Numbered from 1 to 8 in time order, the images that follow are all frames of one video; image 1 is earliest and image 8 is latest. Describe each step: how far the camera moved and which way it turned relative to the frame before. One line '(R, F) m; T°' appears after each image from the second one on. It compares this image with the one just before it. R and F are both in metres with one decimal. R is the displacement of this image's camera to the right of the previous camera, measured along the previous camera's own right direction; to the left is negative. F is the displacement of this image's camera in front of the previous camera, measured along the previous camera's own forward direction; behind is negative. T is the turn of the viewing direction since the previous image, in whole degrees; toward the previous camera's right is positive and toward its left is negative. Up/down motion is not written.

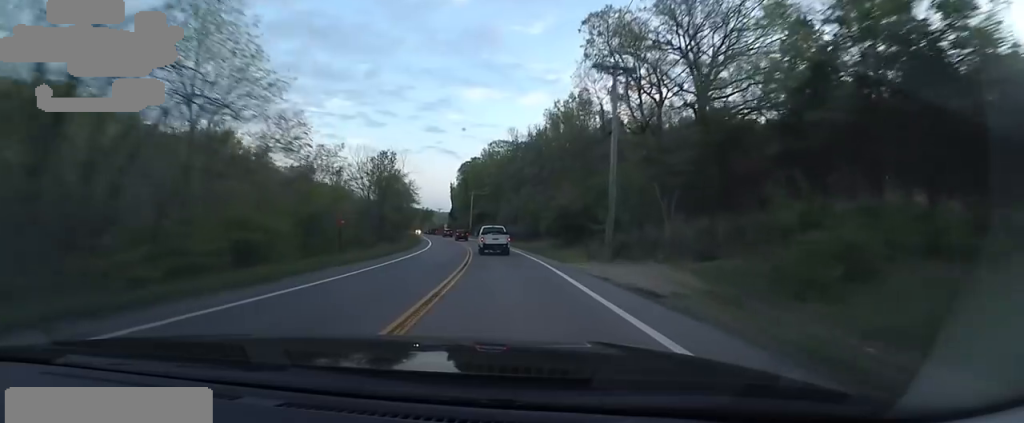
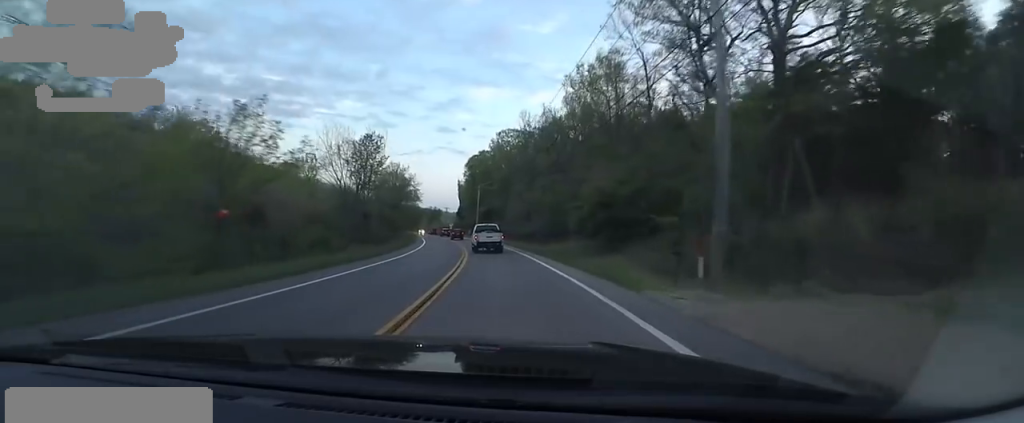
(-0.2, +12.0) m; -1°
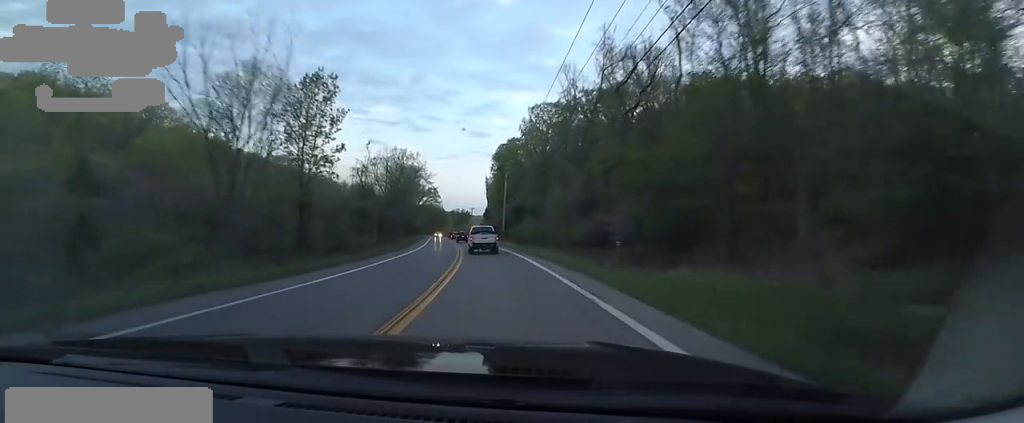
(-0.3, +23.0) m; -3°
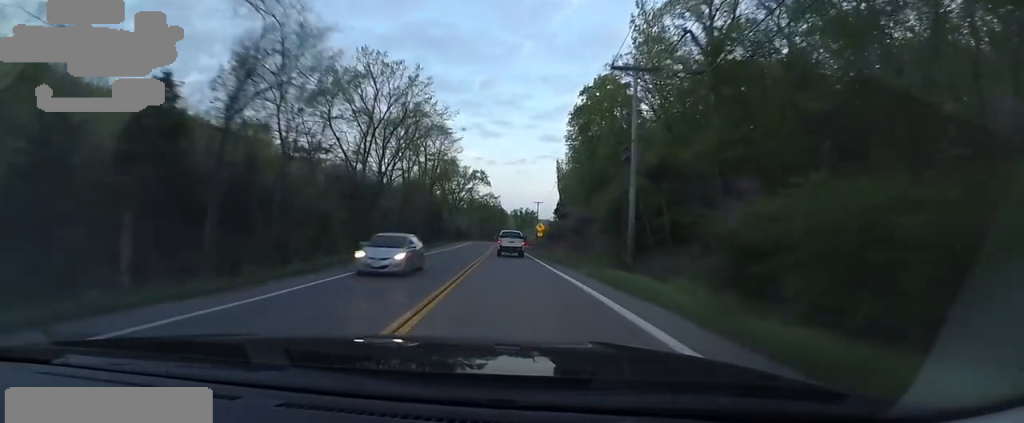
(-3.2, +47.3) m; -6°
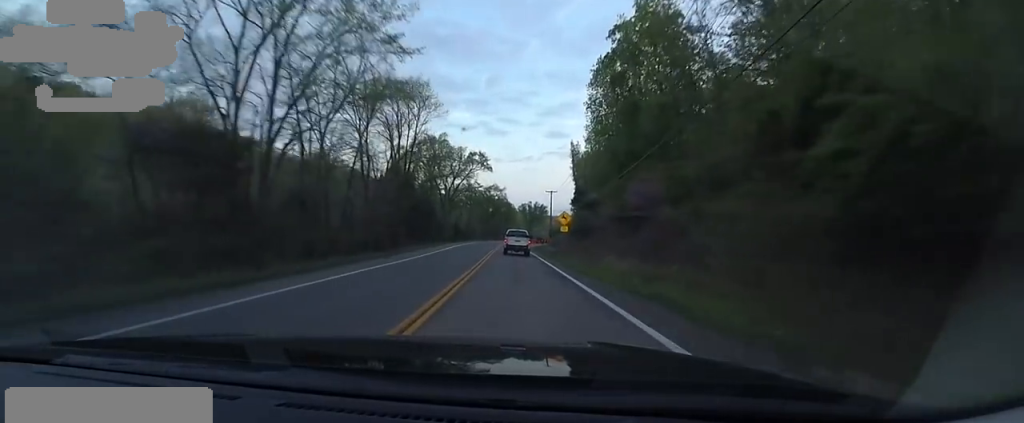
(-0.4, +20.7) m; -2°
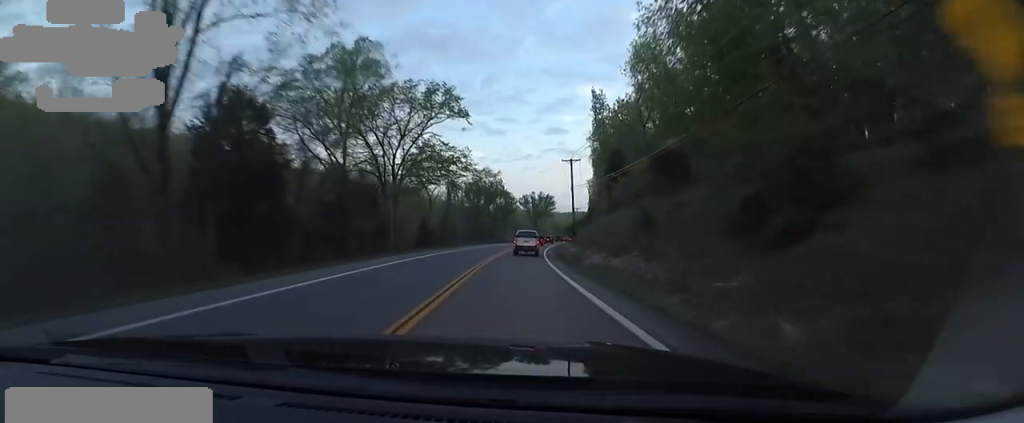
(-0.2, +36.7) m; 0°
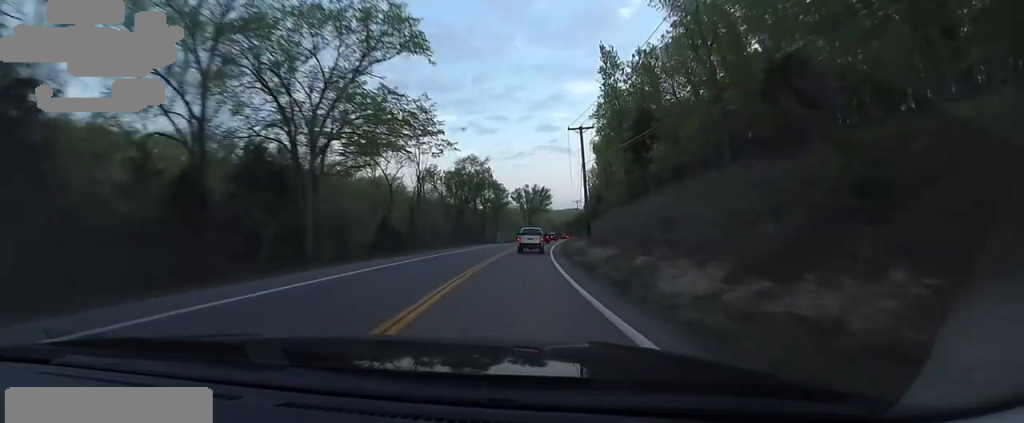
(+0.3, +16.4) m; 0°
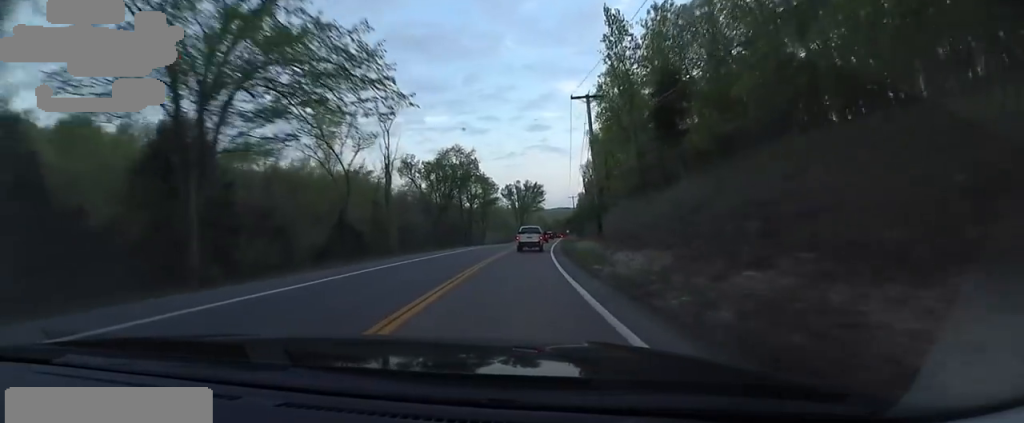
(-0.2, +9.7) m; +1°
